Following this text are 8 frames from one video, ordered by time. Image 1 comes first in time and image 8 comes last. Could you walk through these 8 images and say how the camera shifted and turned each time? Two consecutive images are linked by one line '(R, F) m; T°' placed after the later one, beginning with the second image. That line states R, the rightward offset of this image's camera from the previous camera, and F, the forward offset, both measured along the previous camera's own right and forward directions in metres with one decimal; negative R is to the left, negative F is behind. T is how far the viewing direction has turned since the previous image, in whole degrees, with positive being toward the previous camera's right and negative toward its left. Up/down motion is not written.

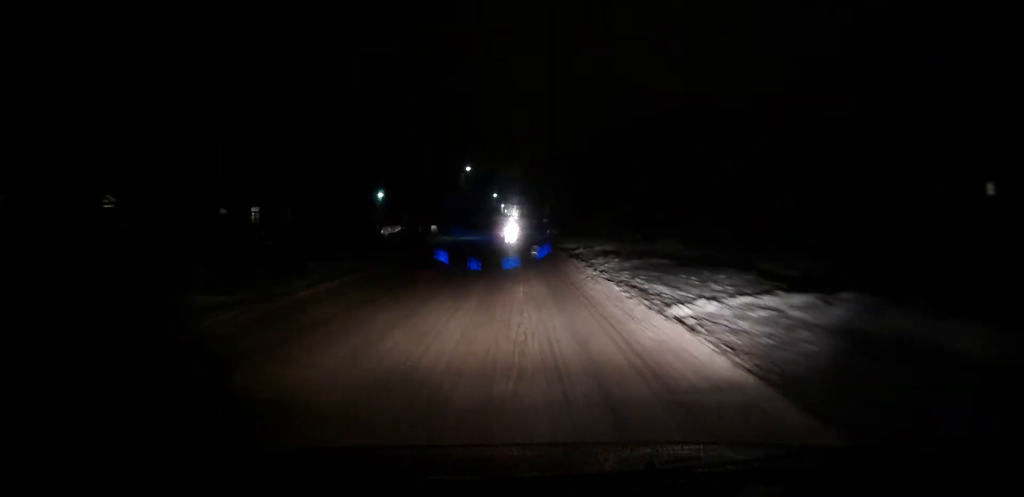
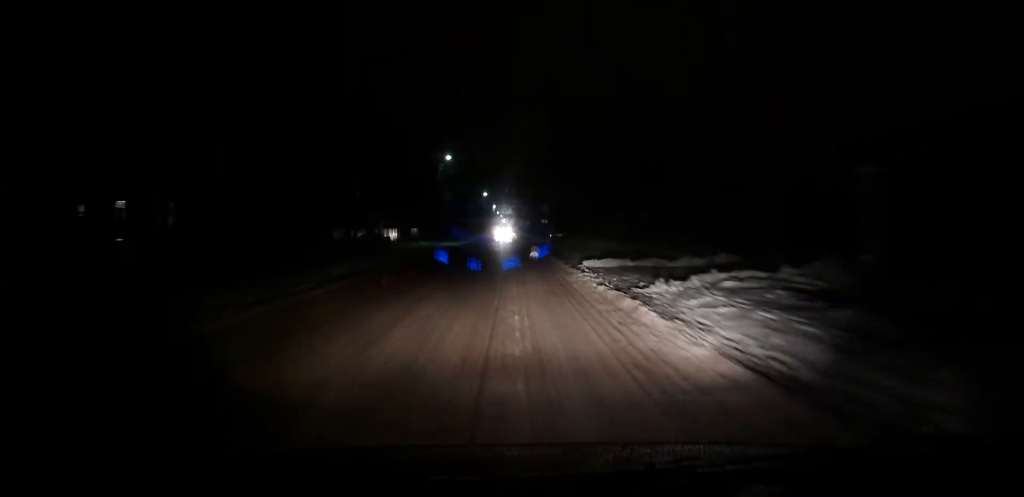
(0.0, +18.0) m; -1°
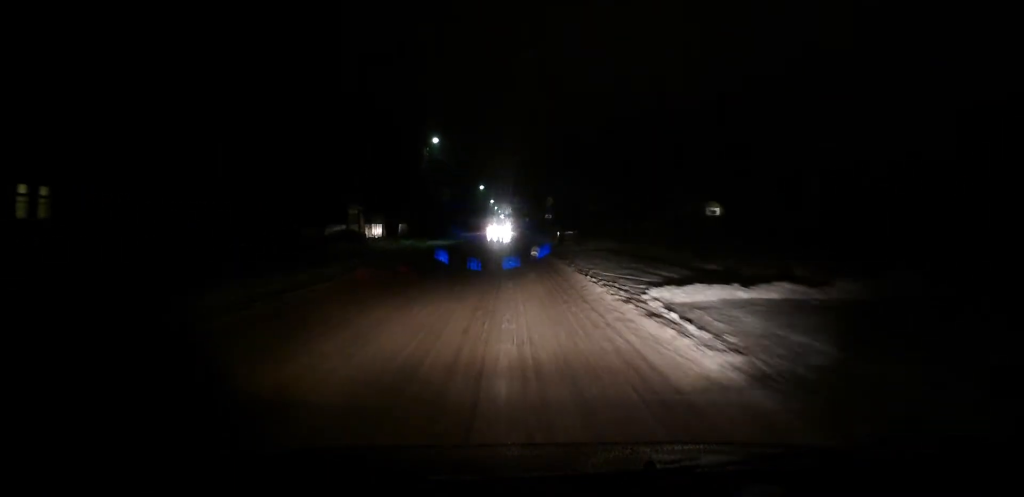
(-0.2, +10.9) m; 0°
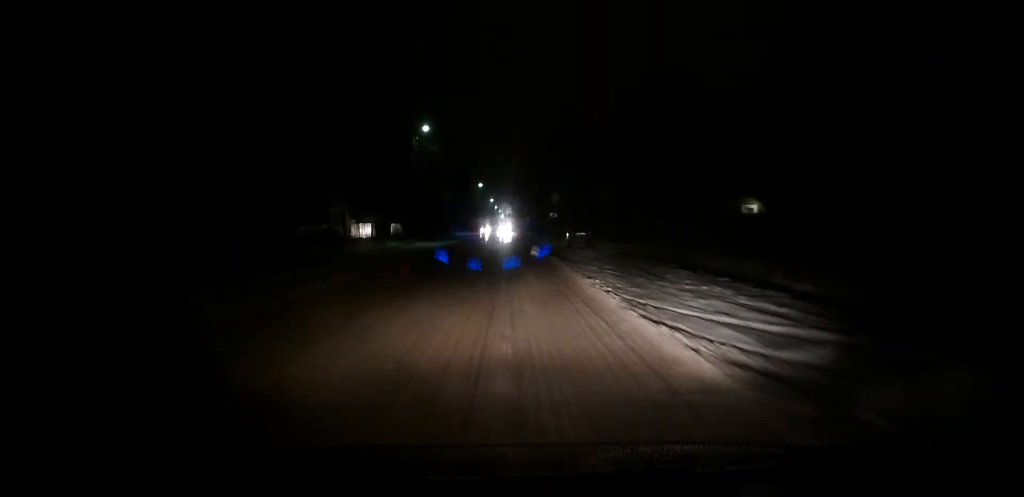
(-0.1, +7.2) m; +1°
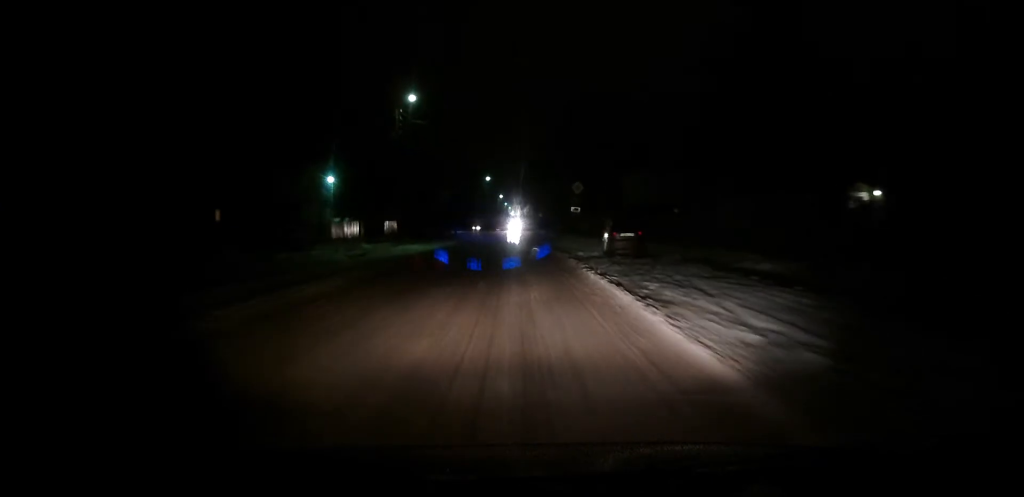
(+0.5, +12.5) m; +1°
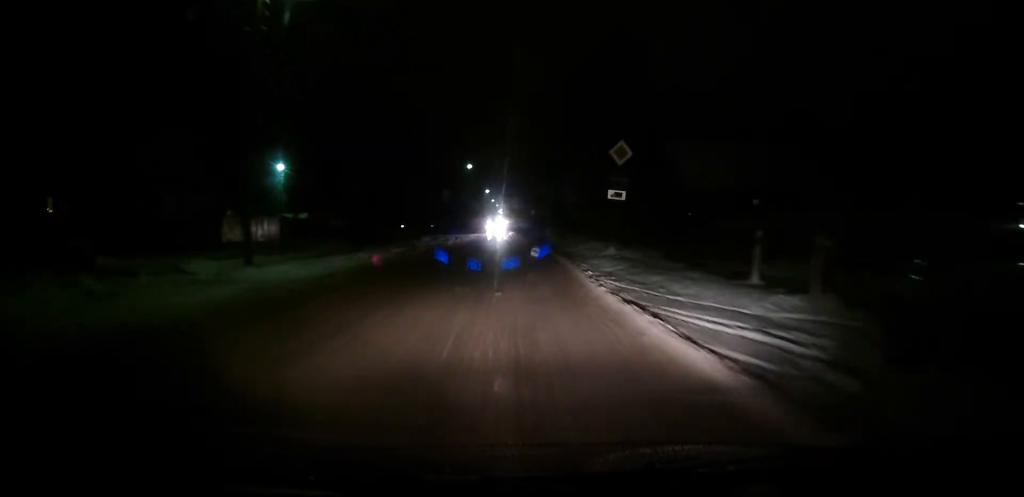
(-0.7, +23.2) m; -4°
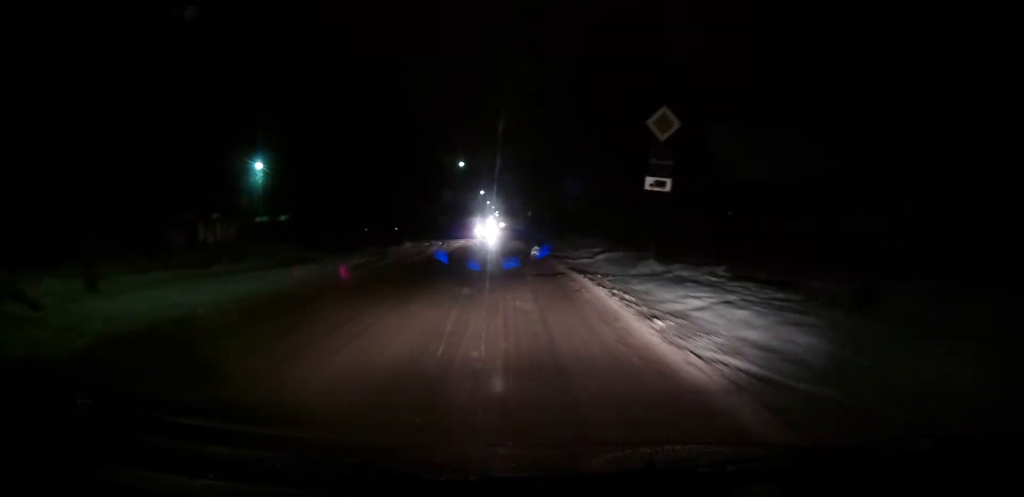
(-0.2, +7.7) m; 0°
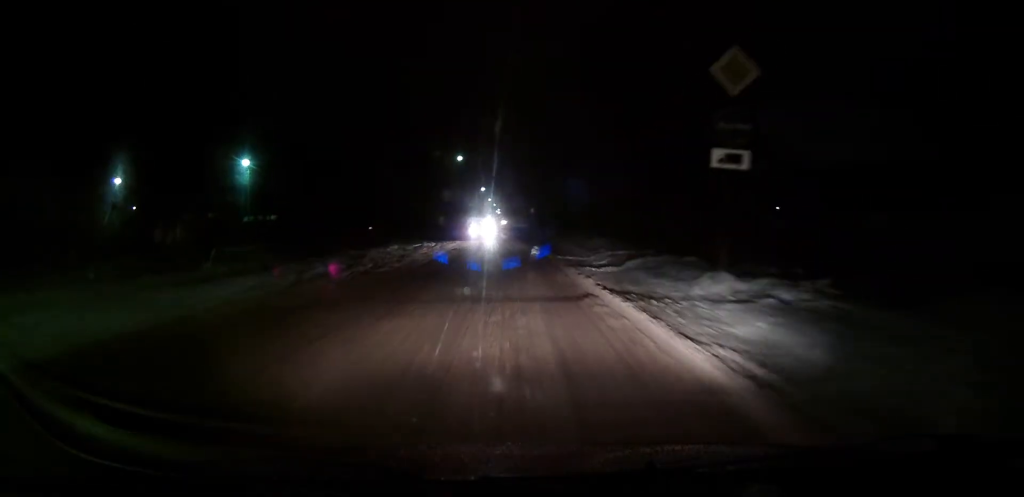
(0.0, +5.7) m; 0°
